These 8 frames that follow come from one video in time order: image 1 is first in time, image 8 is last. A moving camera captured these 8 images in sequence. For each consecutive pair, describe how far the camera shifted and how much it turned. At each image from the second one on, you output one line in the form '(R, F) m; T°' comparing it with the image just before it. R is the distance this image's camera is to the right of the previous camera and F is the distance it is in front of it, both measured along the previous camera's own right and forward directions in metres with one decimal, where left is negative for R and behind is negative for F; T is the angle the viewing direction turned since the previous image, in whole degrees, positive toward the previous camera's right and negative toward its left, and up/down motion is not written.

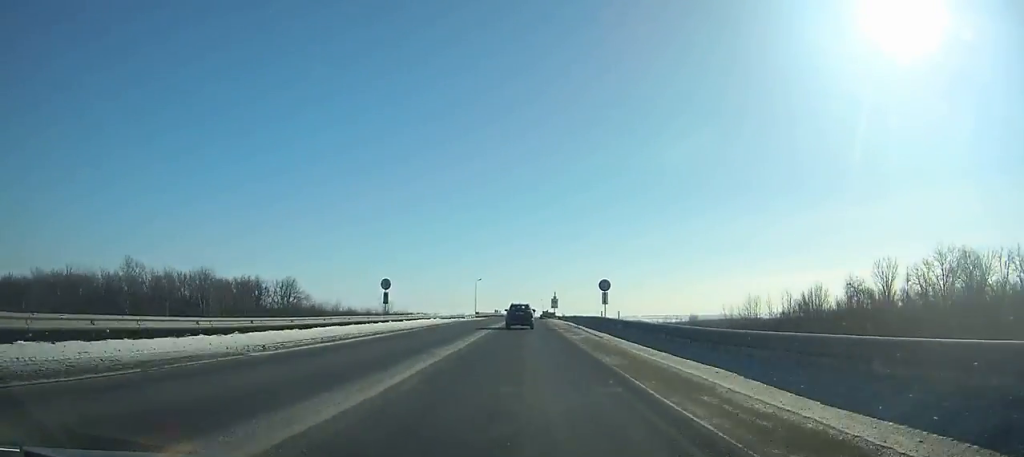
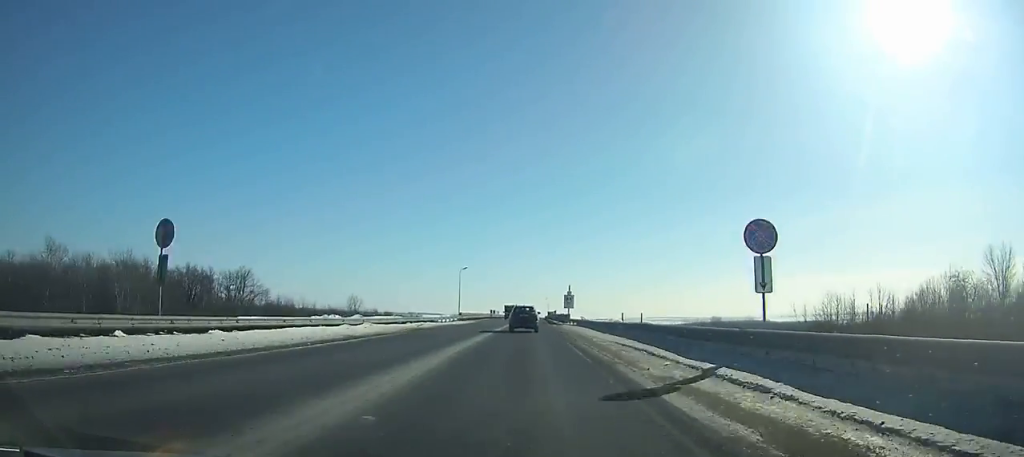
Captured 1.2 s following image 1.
(0.0, +29.0) m; 0°
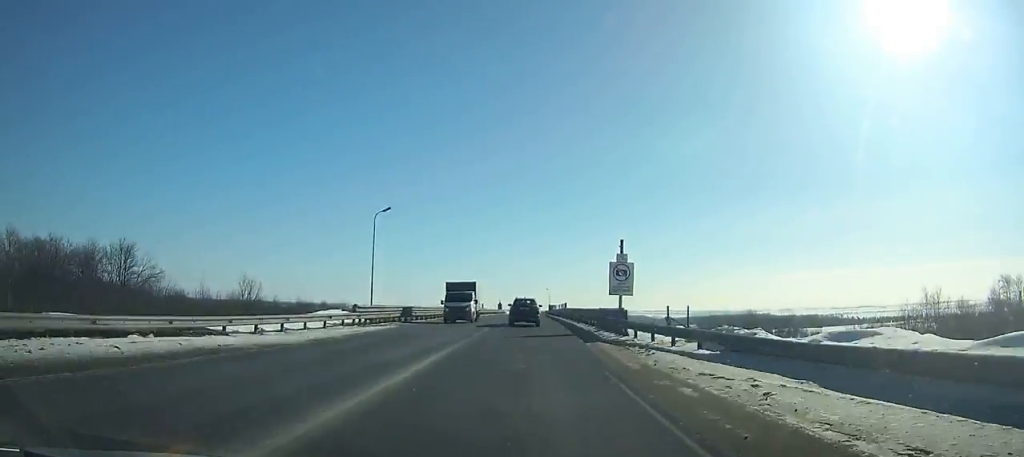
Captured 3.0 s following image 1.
(0.0, +43.3) m; 0°
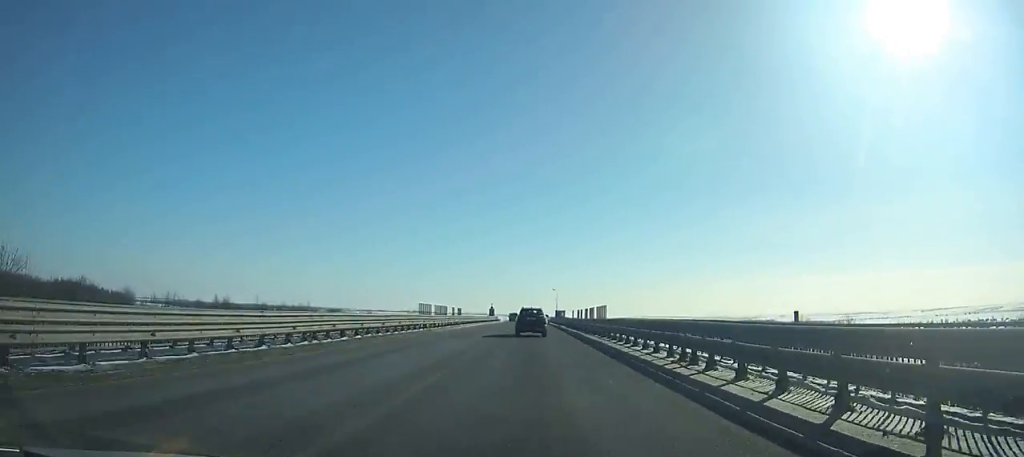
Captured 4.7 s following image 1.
(0.0, +39.6) m; 0°
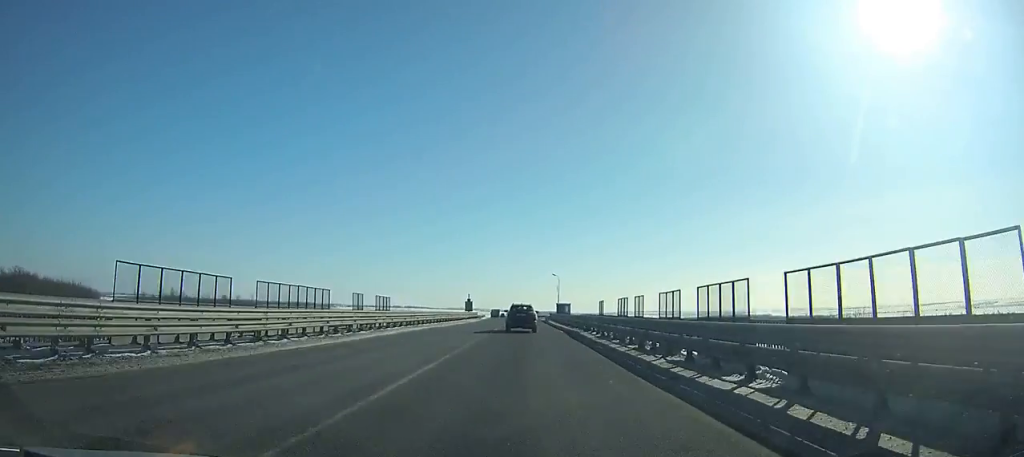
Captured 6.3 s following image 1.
(0.0, +37.1) m; 0°
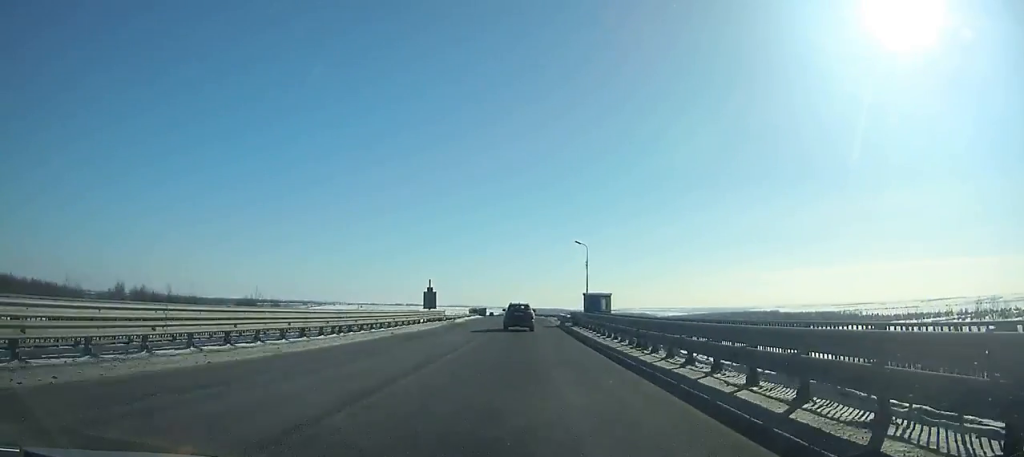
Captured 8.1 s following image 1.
(0.0, +40.9) m; 0°
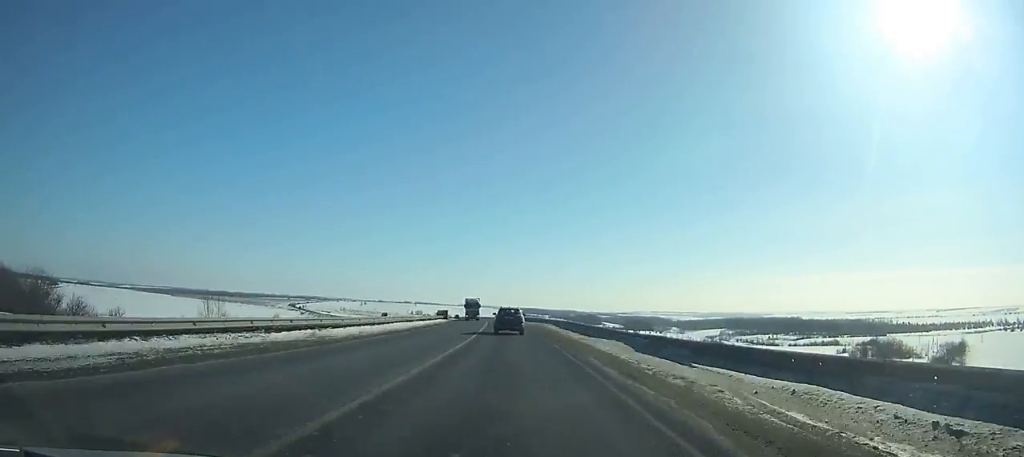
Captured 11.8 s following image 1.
(-0.4, +84.4) m; -2°
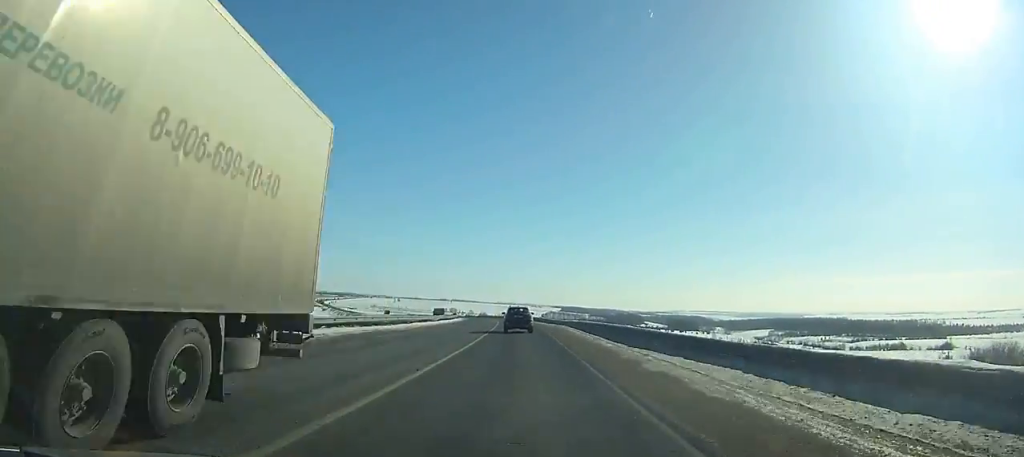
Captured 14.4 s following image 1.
(-1.6, +60.3) m; -3°
